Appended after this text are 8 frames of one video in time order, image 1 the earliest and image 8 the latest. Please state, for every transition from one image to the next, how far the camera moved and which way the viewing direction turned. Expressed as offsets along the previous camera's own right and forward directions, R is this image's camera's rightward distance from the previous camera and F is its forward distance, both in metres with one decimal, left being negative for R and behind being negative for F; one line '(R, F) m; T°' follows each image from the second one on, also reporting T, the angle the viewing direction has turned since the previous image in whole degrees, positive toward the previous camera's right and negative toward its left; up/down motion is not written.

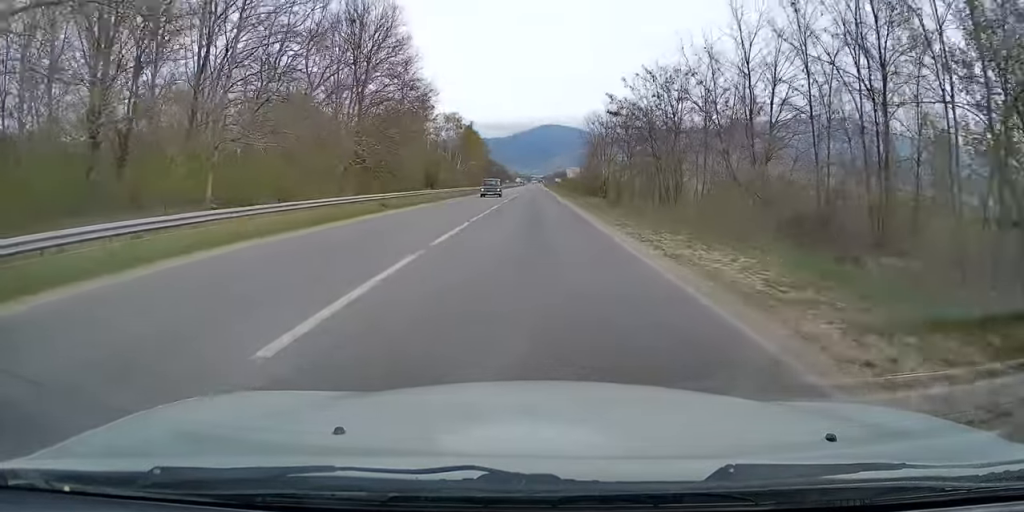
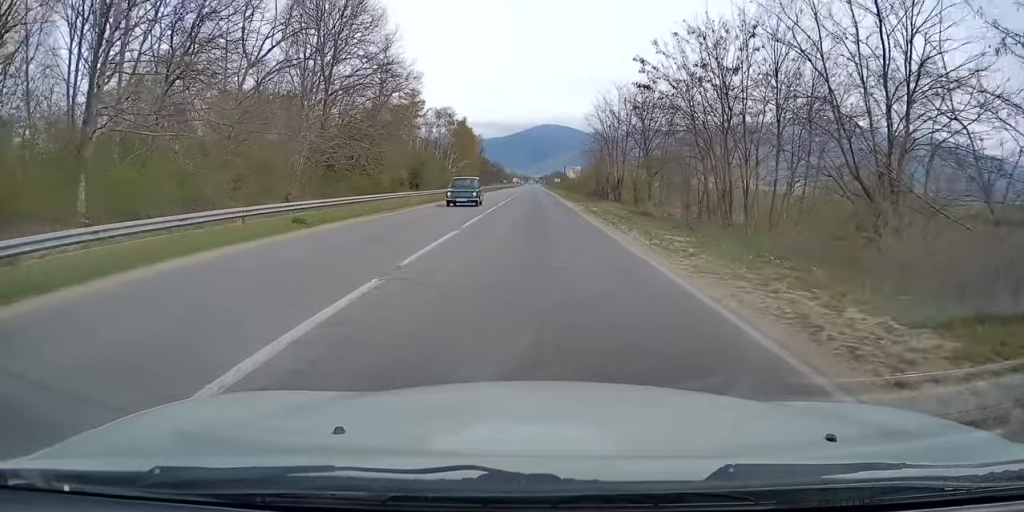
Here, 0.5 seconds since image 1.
(0.0, +10.5) m; 0°
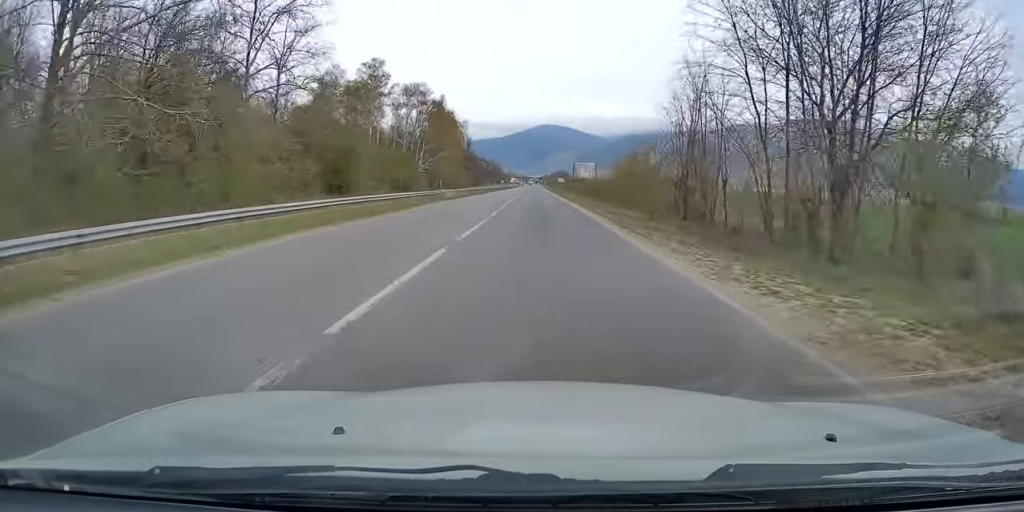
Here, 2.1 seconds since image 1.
(0.0, +34.9) m; 0°
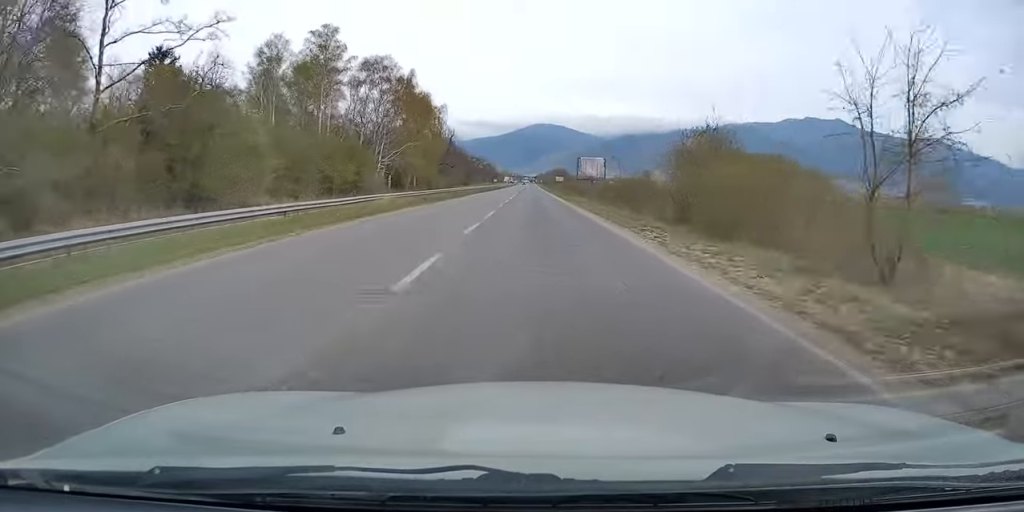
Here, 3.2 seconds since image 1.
(0.0, +23.0) m; 0°
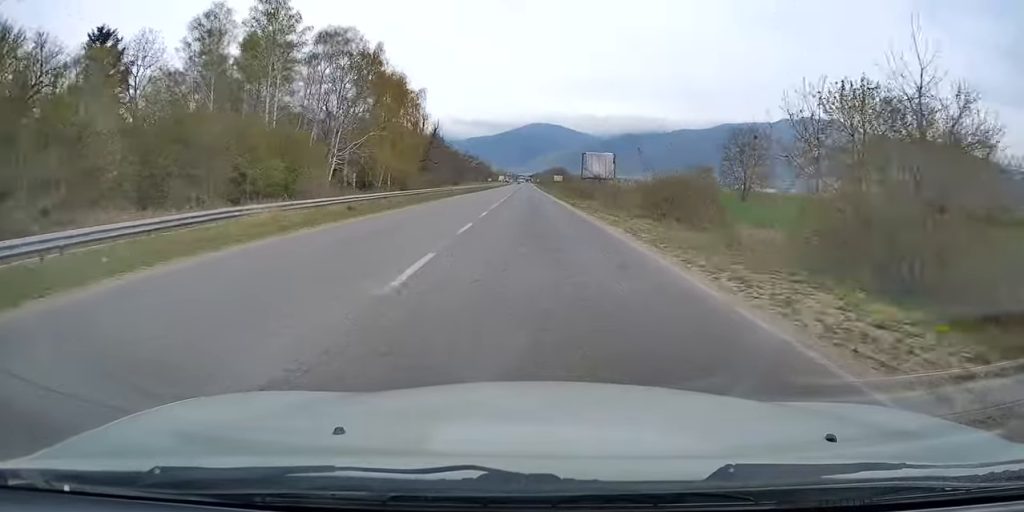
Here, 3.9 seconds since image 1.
(+0.1, +15.8) m; 0°
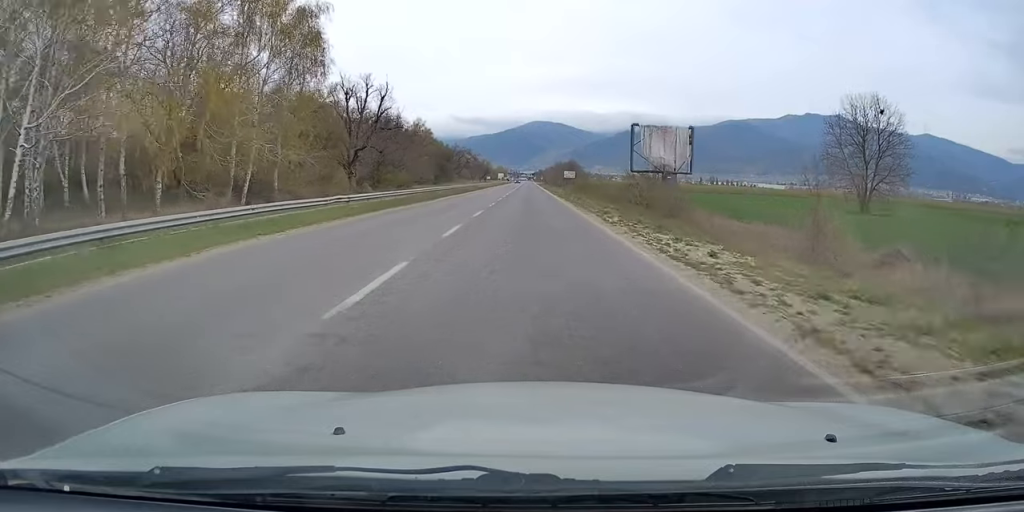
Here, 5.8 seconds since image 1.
(+0.2, +39.5) m; 0°
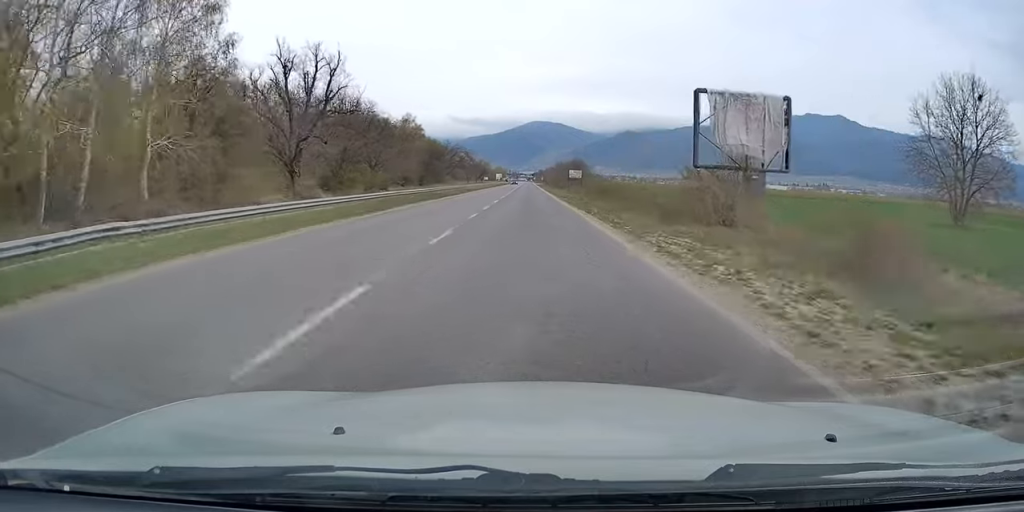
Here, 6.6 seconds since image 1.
(0.0, +17.2) m; 0°
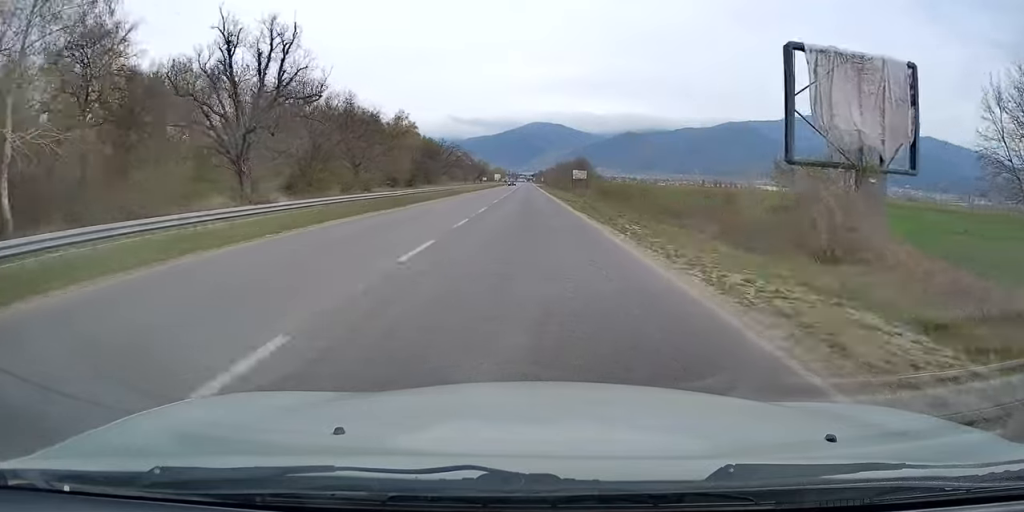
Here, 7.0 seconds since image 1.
(0.0, +10.0) m; 0°
